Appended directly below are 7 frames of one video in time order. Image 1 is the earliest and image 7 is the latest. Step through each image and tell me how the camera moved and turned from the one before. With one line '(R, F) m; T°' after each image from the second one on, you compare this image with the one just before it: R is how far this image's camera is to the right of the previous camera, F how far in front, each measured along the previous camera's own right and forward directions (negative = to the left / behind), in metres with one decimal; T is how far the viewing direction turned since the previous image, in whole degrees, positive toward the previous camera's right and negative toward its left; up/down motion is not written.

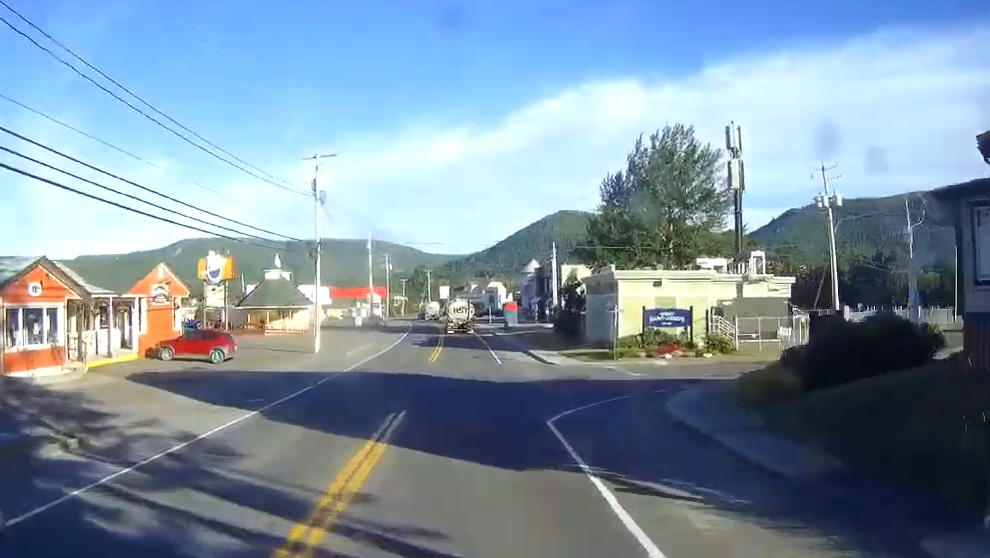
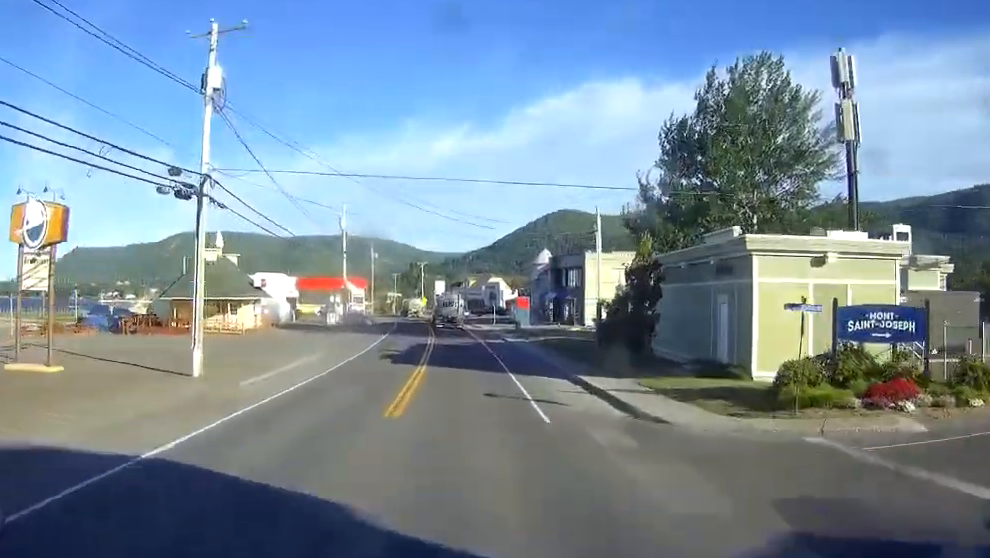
(-0.2, +23.7) m; 0°
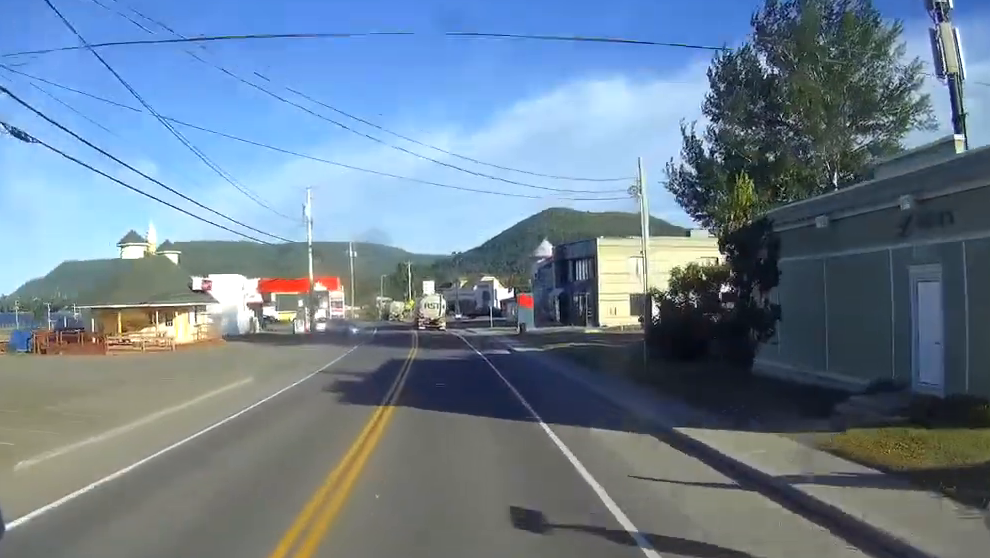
(+0.3, +14.9) m; +1°
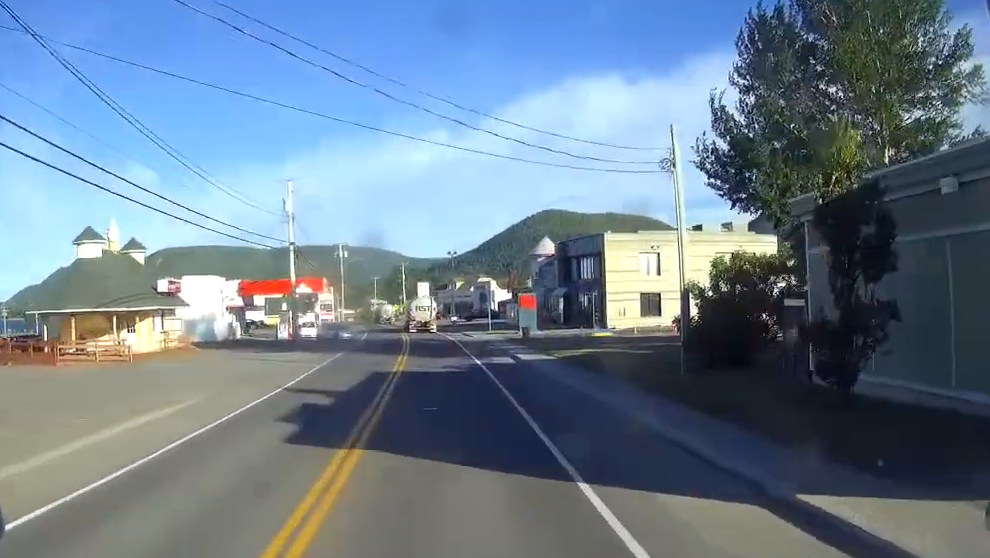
(0.0, +6.4) m; 0°
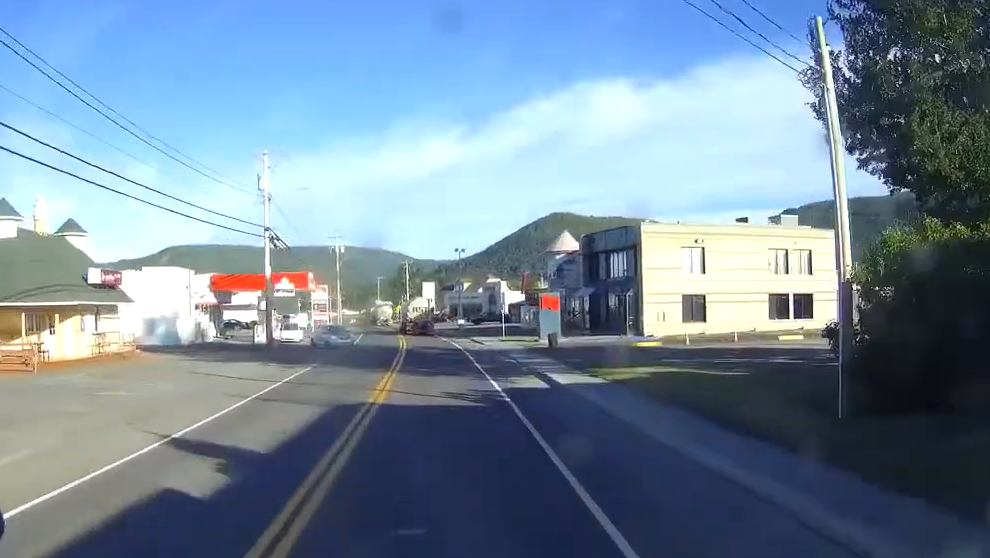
(0.0, +11.7) m; 0°
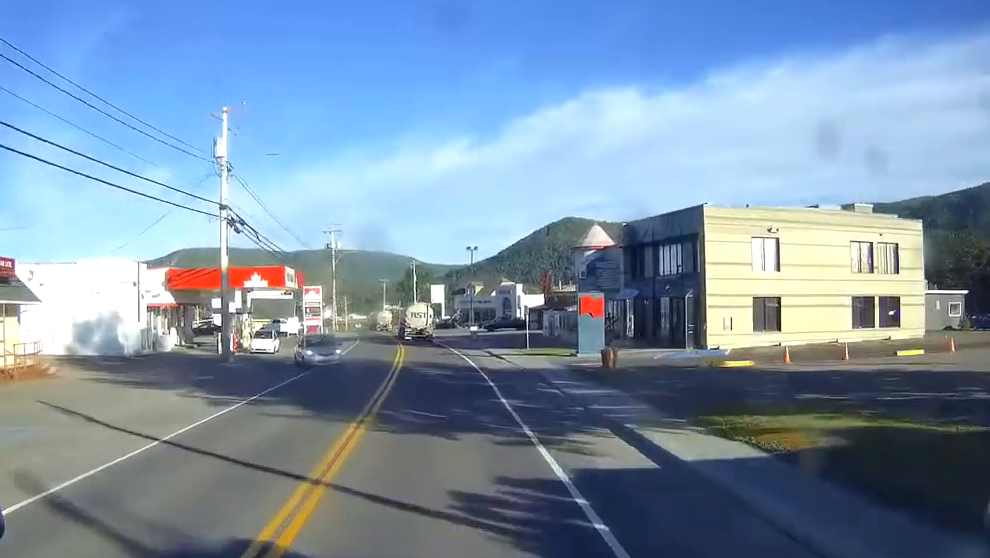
(-0.1, +13.3) m; 0°
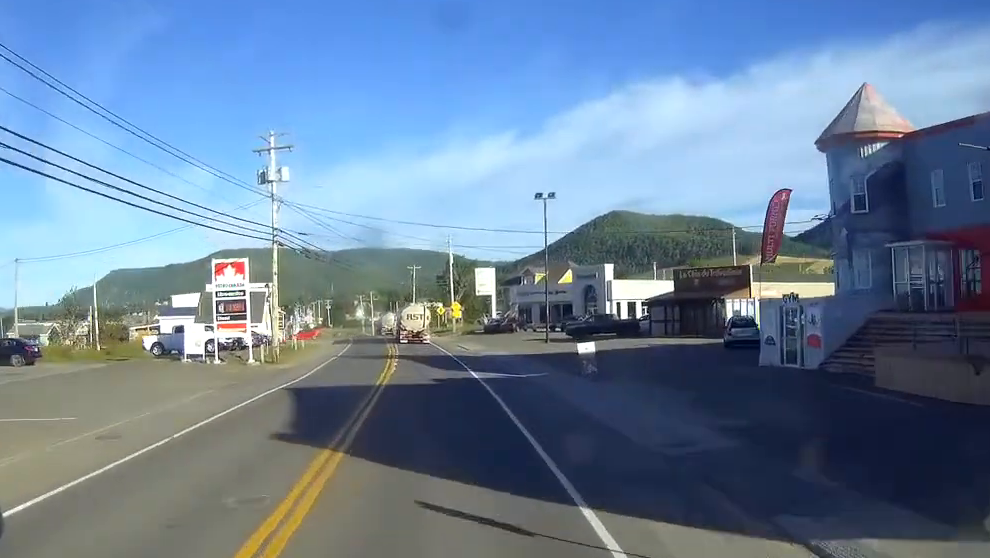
(-1.4, +50.1) m; -4°
